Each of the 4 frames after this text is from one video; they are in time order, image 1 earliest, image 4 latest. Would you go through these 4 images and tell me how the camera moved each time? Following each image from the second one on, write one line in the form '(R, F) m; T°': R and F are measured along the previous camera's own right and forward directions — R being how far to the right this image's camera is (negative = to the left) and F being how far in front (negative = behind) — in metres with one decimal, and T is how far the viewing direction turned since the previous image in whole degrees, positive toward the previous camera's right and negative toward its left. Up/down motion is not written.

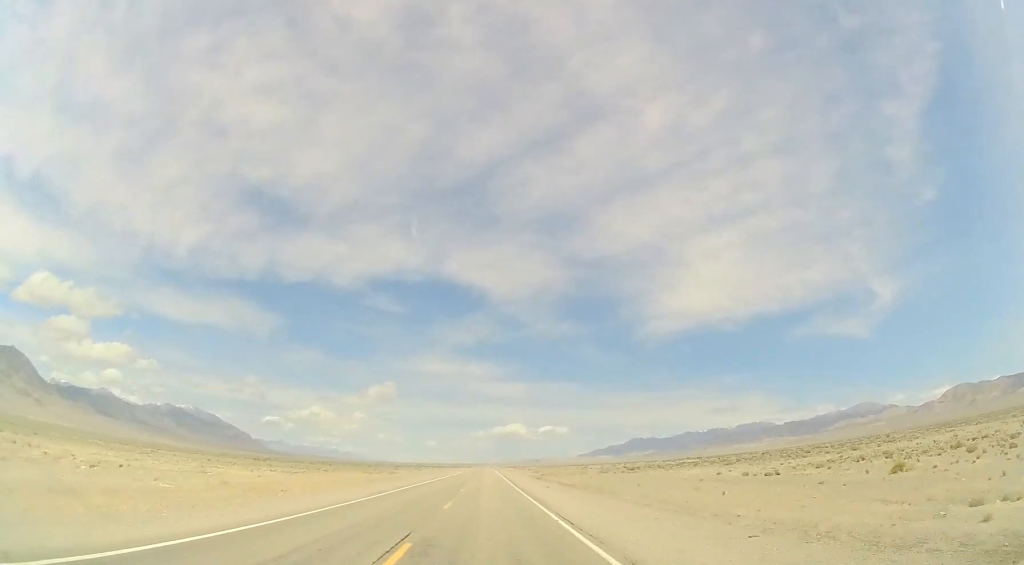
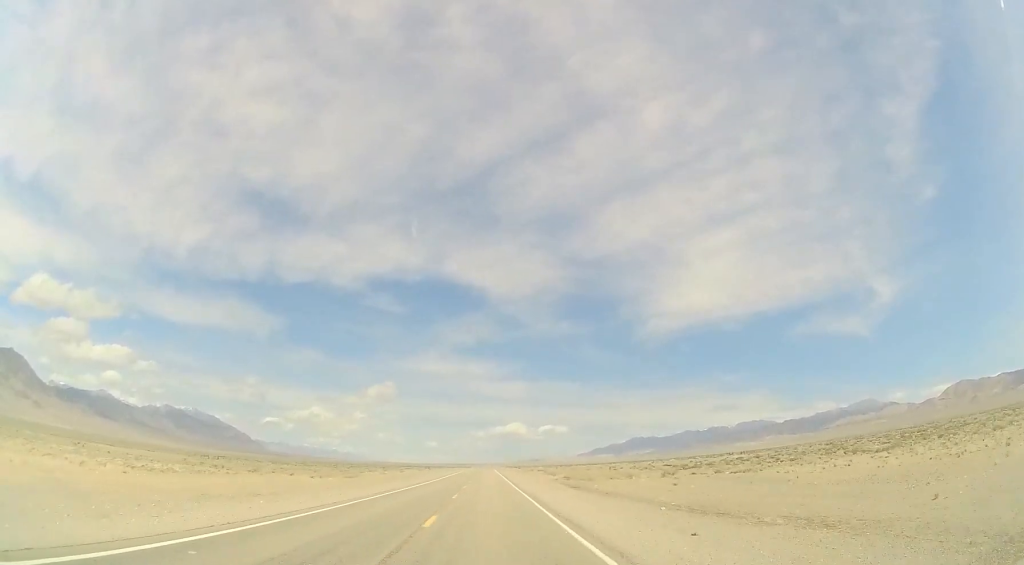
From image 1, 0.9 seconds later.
(+0.6, +30.6) m; +1°
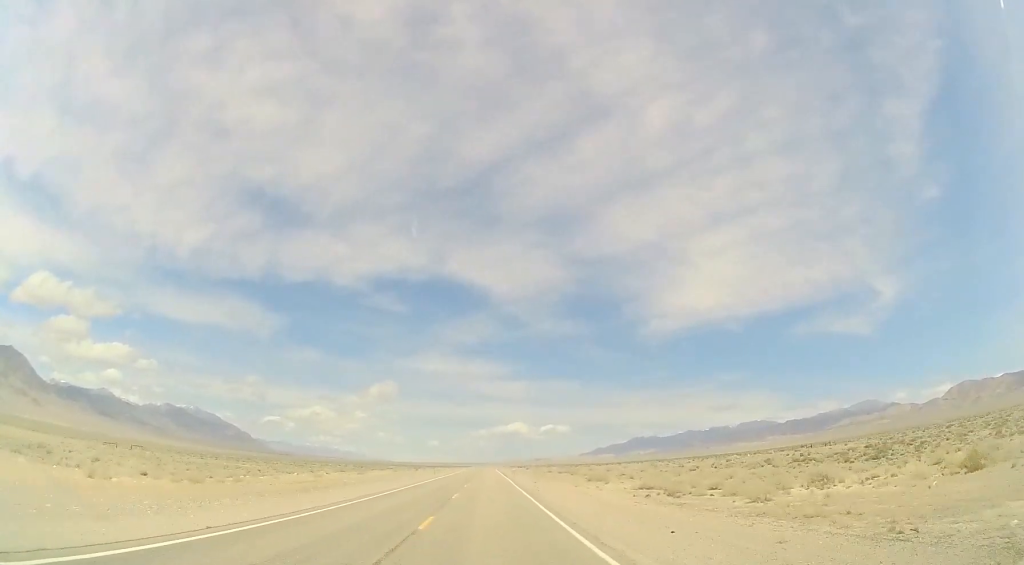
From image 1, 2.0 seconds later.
(0.0, +37.3) m; 0°
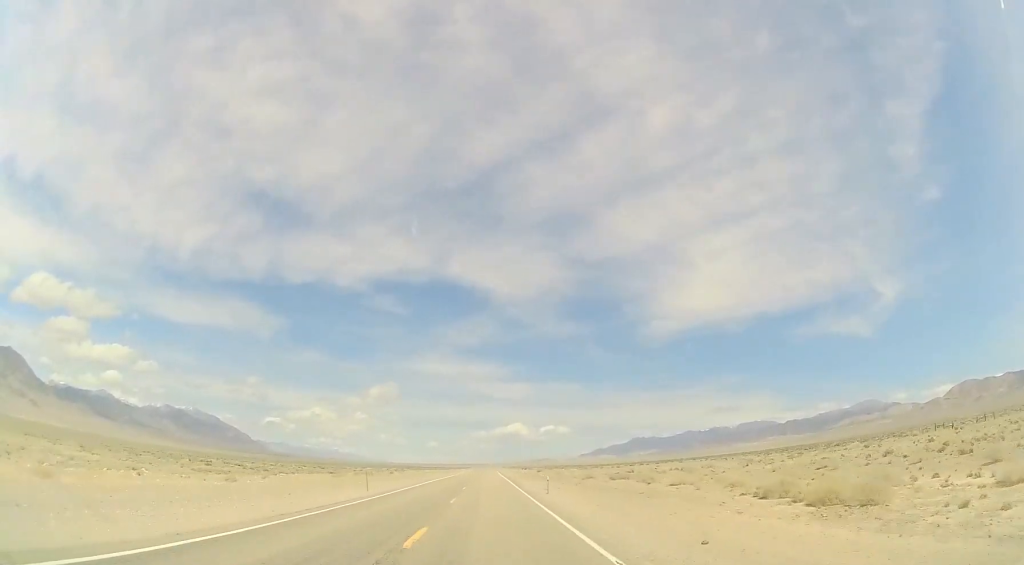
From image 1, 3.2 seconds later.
(-0.3, +39.6) m; -1°
